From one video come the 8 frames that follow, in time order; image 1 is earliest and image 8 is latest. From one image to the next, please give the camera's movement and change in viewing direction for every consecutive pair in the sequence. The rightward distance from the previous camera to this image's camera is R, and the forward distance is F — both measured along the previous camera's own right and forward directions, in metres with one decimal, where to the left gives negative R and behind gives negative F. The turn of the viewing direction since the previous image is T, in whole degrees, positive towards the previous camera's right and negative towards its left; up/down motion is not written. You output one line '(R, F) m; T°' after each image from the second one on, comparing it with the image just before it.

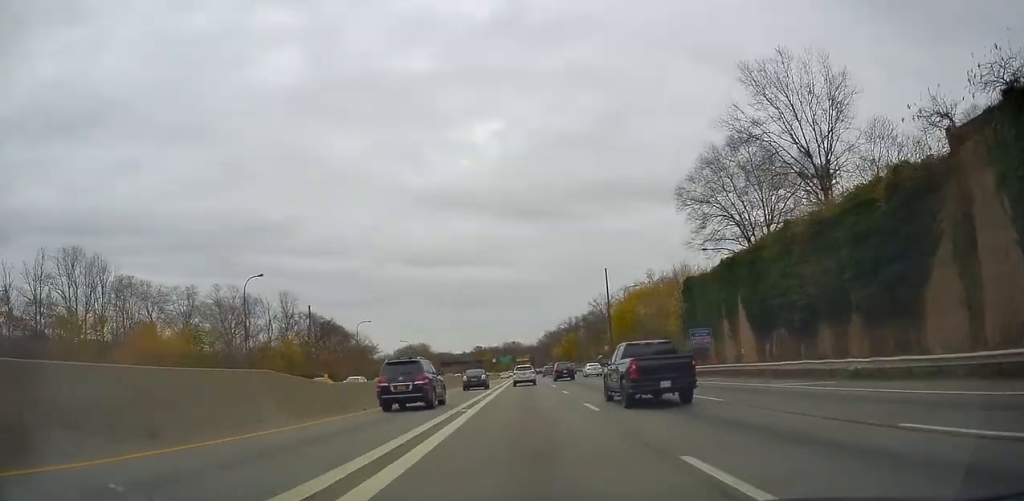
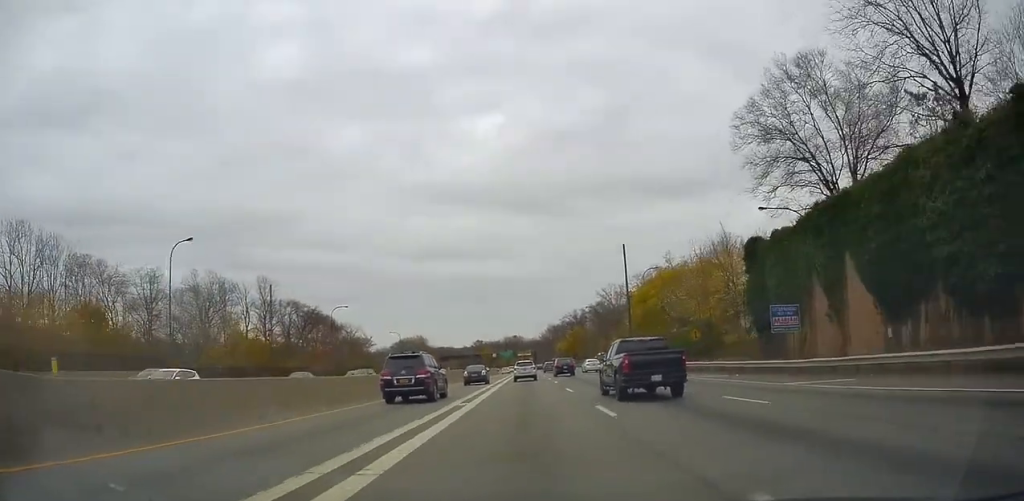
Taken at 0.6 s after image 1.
(-0.2, +15.9) m; 0°
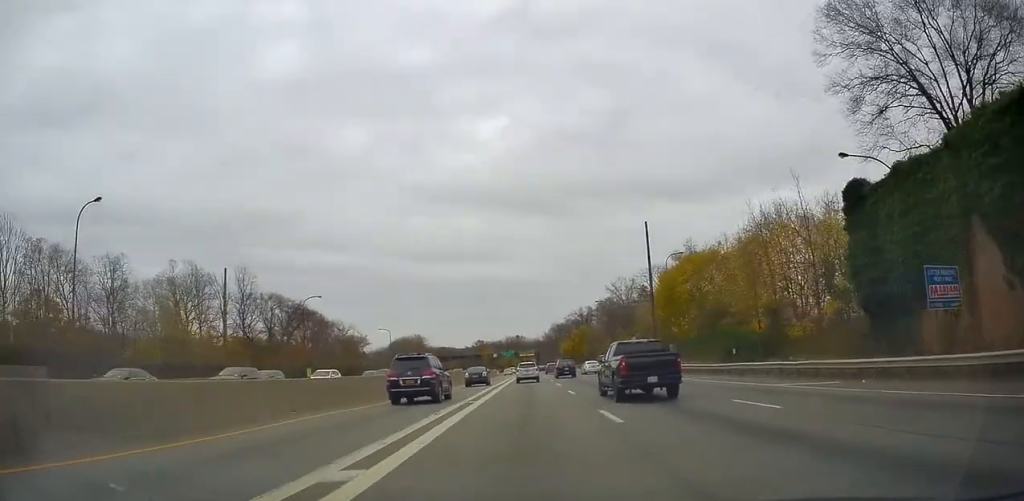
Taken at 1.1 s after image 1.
(+0.3, +13.5) m; +1°
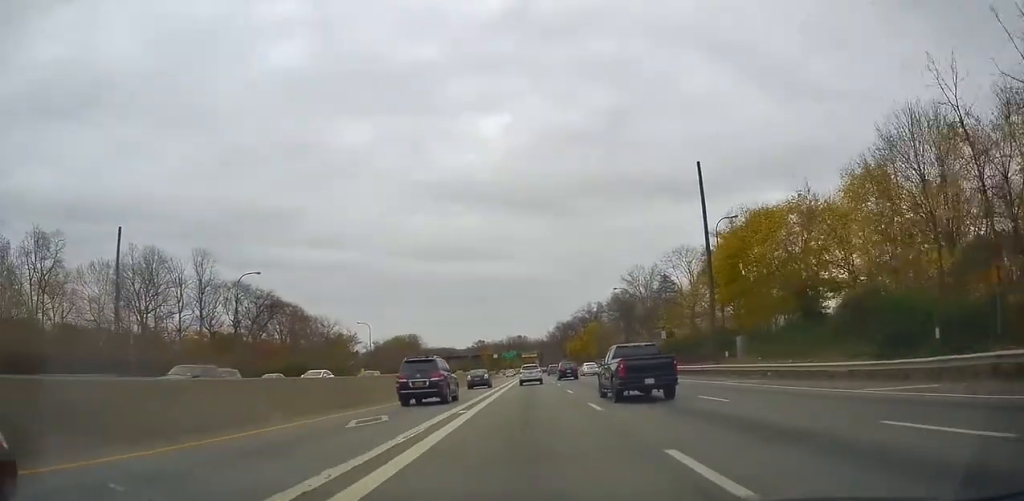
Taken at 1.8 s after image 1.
(+0.3, +20.0) m; +1°
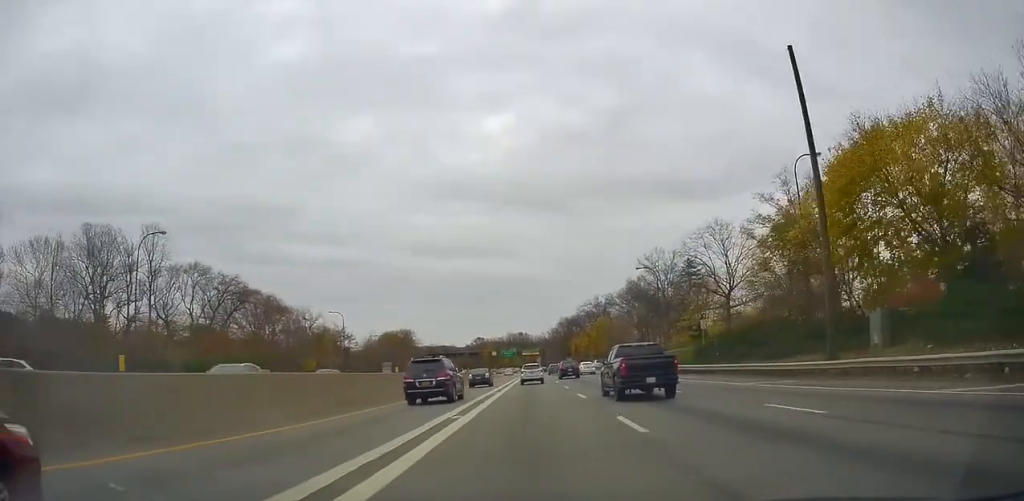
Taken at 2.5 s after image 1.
(+0.2, +17.6) m; 0°
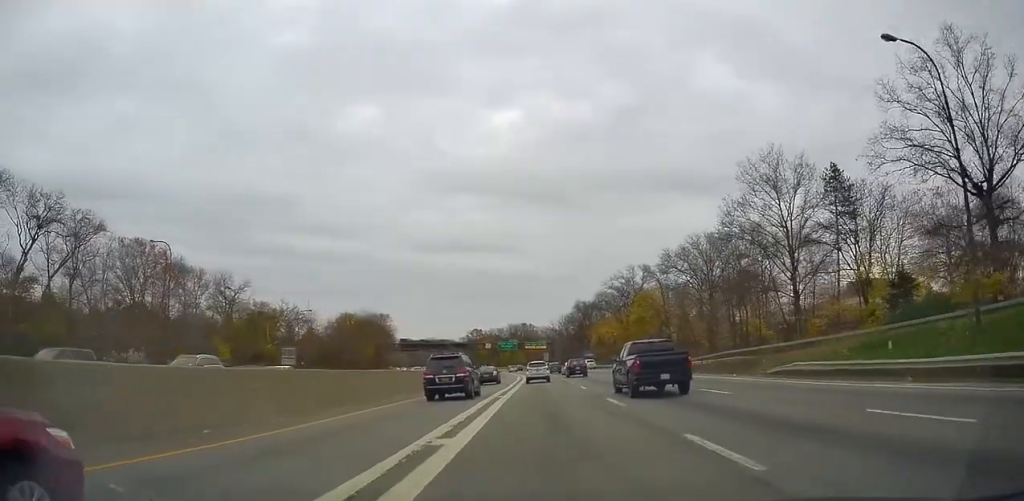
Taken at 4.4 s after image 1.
(-2.1, +52.1) m; -4°
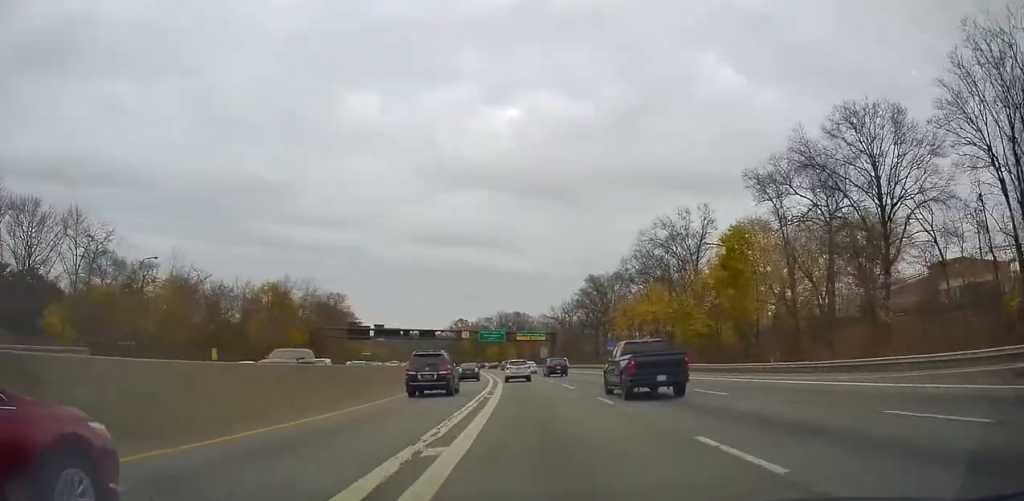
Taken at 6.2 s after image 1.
(+0.7, +48.7) m; +2°
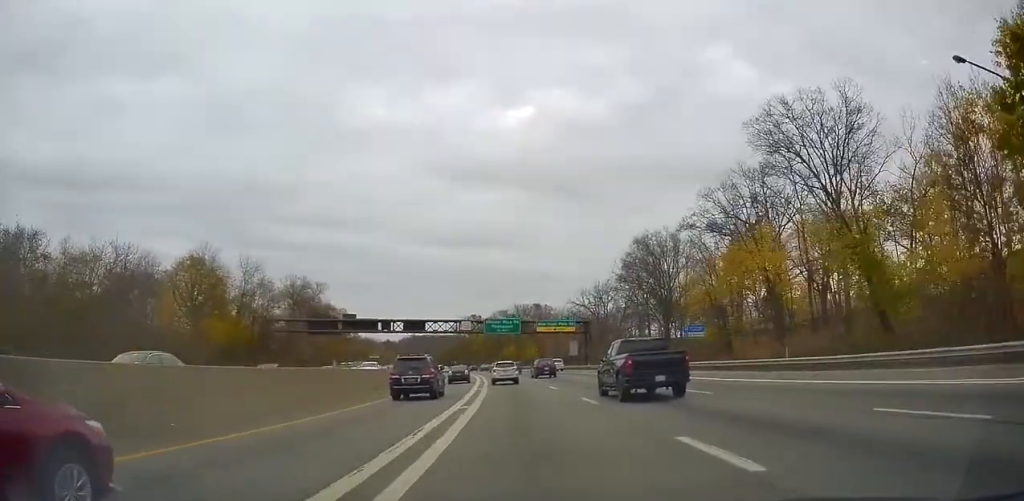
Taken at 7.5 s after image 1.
(+0.2, +36.7) m; 0°
